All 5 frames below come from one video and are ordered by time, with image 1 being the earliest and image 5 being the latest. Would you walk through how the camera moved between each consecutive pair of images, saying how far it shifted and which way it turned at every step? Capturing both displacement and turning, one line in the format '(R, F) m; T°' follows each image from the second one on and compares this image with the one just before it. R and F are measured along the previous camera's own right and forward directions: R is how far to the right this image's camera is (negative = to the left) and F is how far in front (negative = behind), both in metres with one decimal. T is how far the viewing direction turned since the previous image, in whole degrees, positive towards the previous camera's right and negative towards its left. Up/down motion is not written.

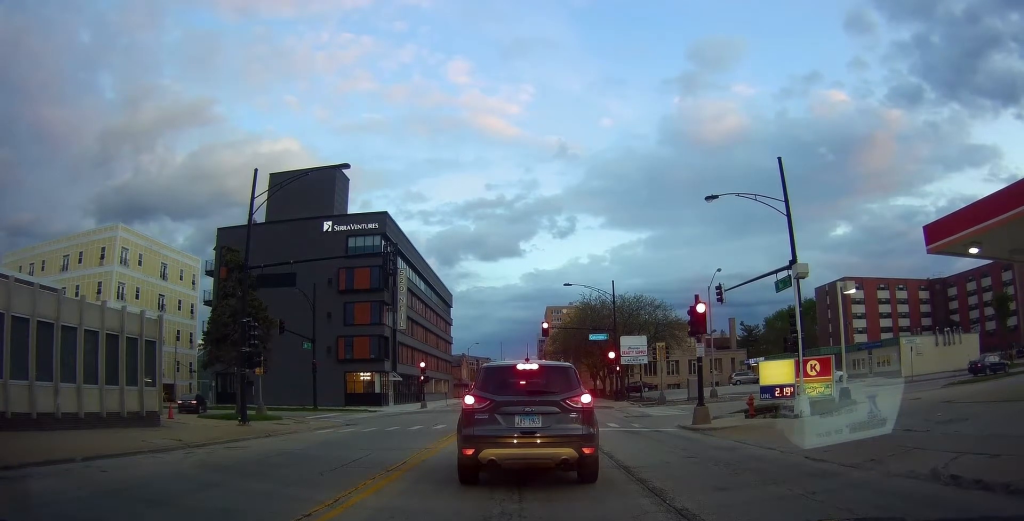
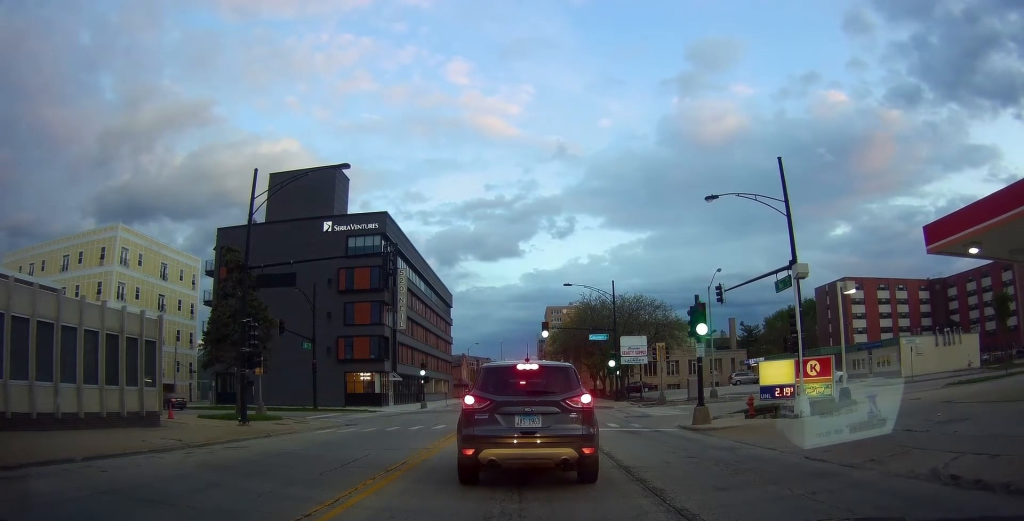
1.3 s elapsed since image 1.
(0.0, 0.0) m; 0°
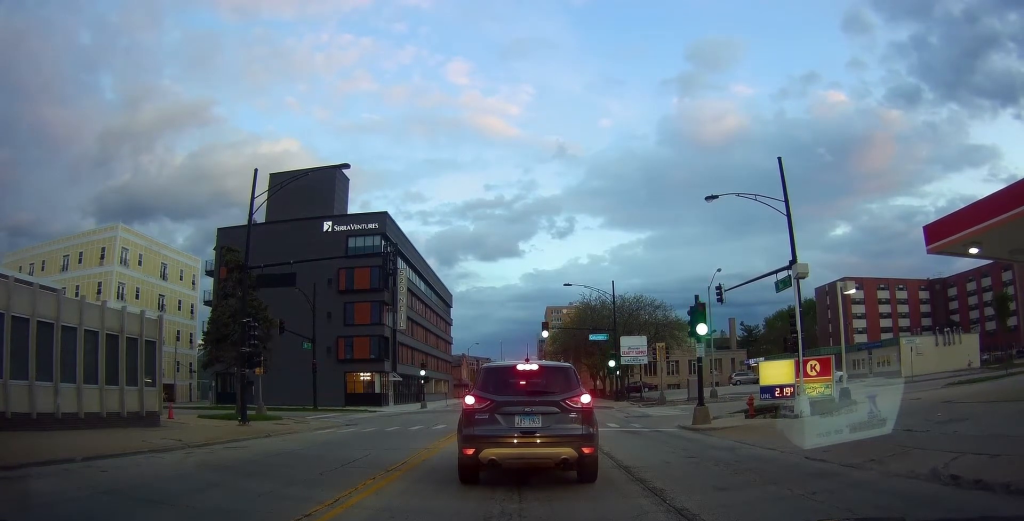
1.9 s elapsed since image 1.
(0.0, 0.0) m; 0°
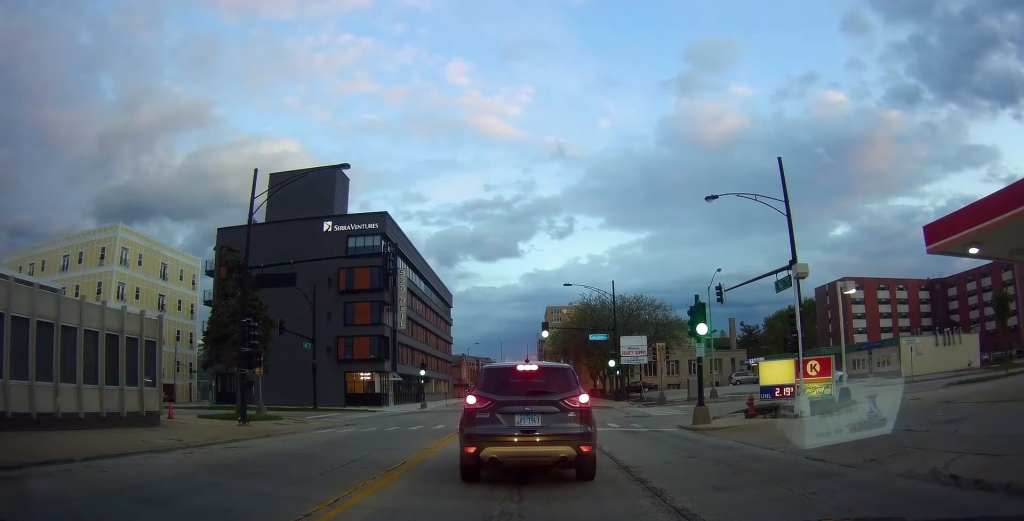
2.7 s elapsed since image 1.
(-0.1, 0.0) m; 0°
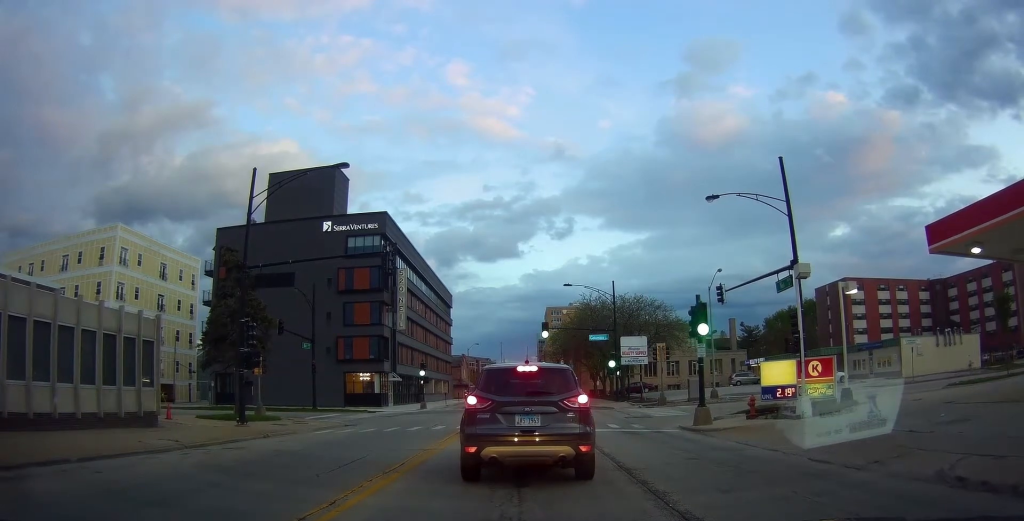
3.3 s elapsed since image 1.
(-0.2, 0.0) m; 0°
